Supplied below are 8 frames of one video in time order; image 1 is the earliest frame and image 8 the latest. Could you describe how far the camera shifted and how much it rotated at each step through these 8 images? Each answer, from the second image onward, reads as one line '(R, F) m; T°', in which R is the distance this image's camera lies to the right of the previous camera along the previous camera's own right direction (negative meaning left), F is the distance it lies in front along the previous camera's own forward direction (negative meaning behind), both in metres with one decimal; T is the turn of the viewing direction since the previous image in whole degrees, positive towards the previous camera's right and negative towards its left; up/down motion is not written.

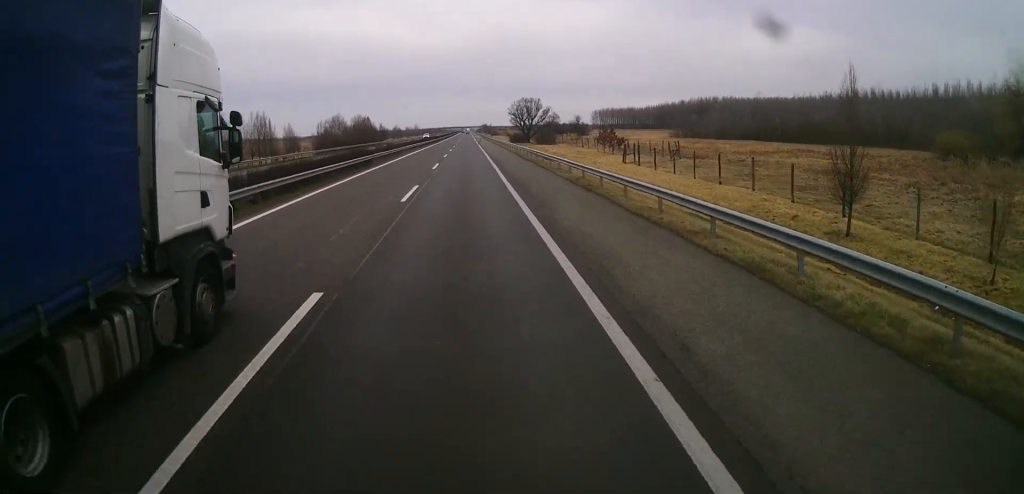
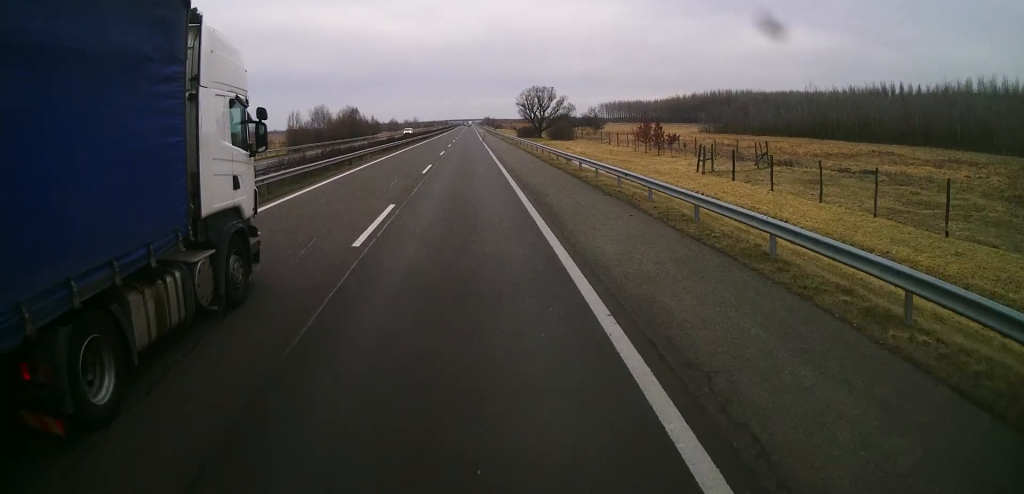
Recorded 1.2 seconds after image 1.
(-0.3, +26.7) m; +1°
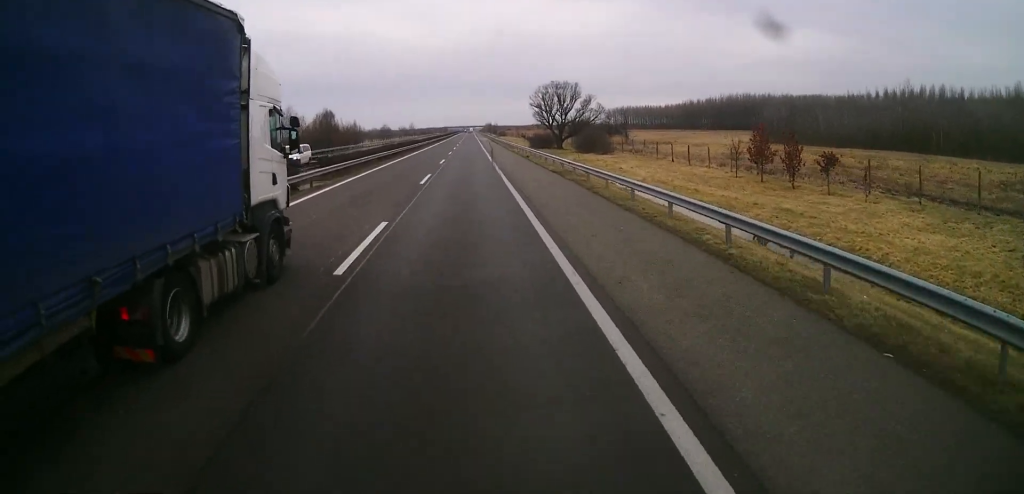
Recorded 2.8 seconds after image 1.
(+0.6, +37.6) m; 0°
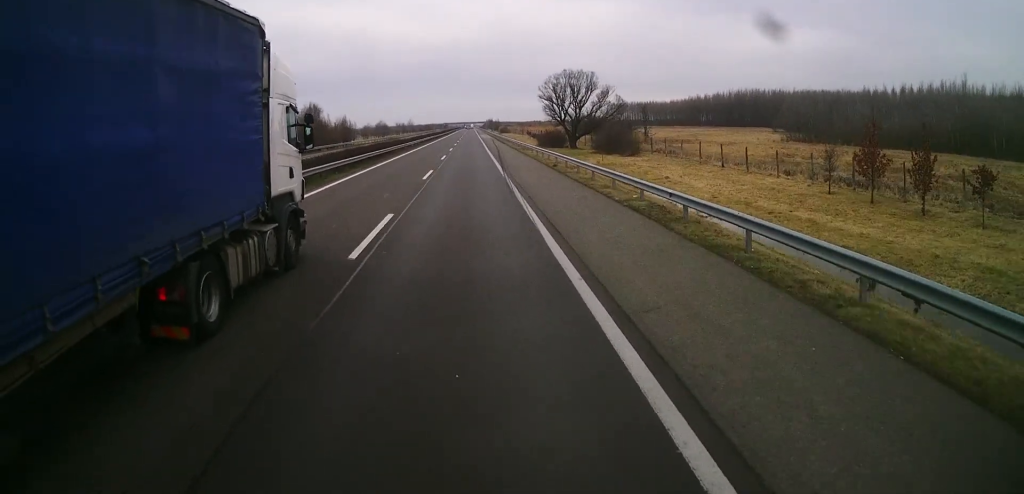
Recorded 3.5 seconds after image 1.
(-0.1, +17.0) m; 0°
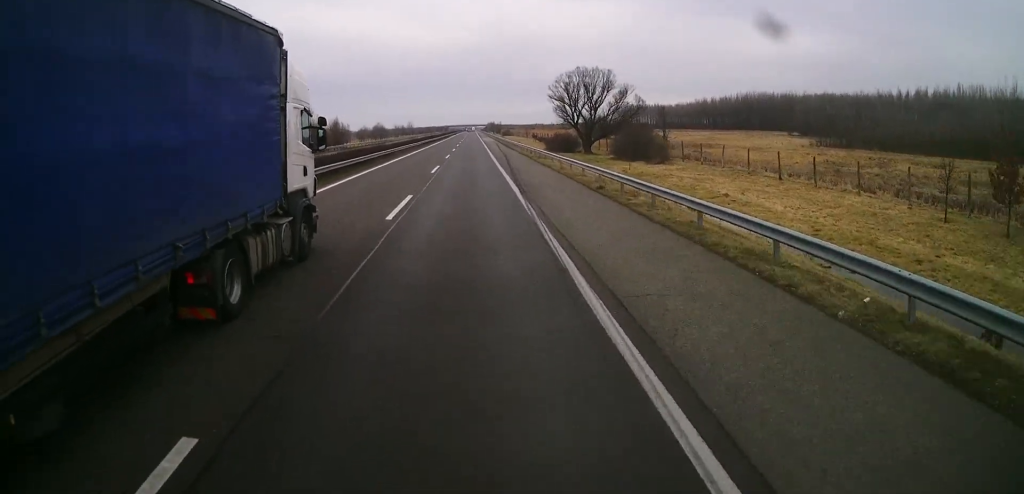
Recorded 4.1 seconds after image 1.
(-0.1, +13.1) m; 0°
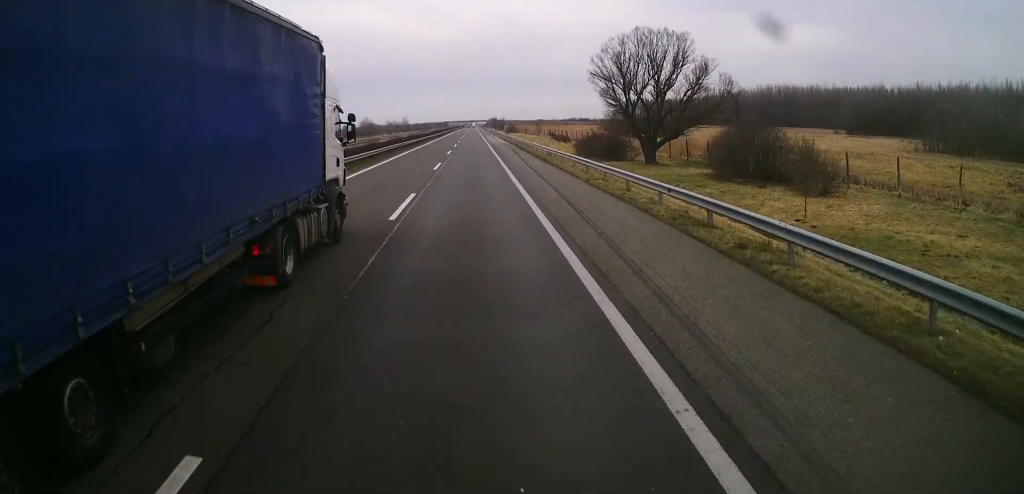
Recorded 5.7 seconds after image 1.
(+0.1, +36.3) m; 0°
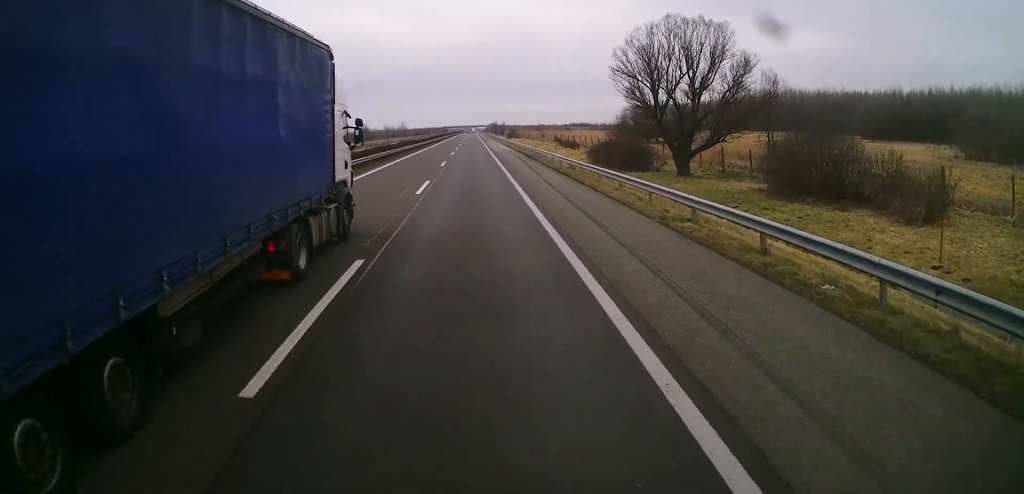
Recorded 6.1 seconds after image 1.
(-0.1, +10.8) m; 0°
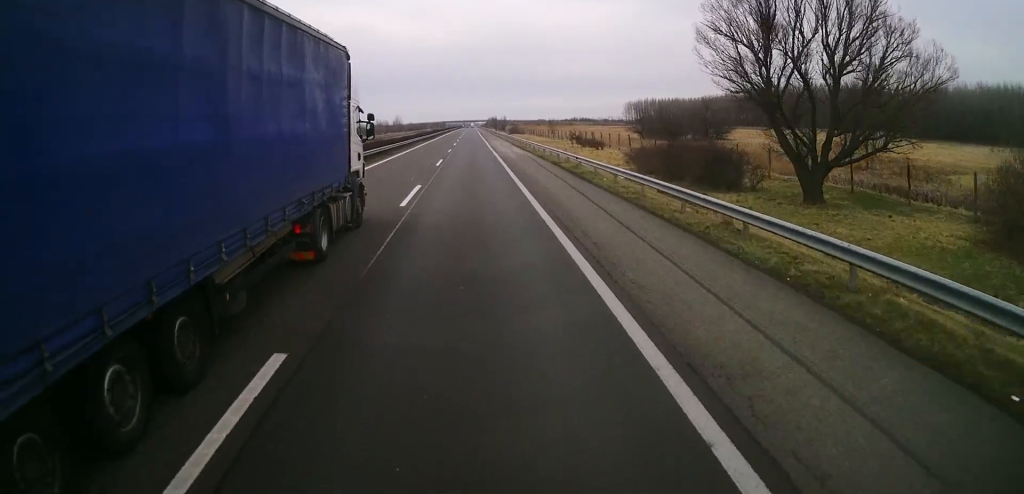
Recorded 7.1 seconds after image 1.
(0.0, +23.2) m; 0°
